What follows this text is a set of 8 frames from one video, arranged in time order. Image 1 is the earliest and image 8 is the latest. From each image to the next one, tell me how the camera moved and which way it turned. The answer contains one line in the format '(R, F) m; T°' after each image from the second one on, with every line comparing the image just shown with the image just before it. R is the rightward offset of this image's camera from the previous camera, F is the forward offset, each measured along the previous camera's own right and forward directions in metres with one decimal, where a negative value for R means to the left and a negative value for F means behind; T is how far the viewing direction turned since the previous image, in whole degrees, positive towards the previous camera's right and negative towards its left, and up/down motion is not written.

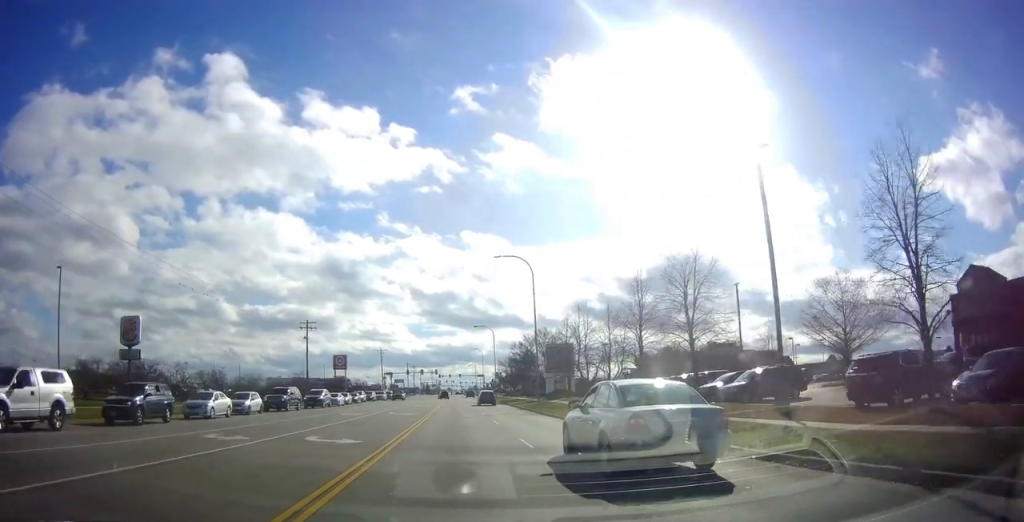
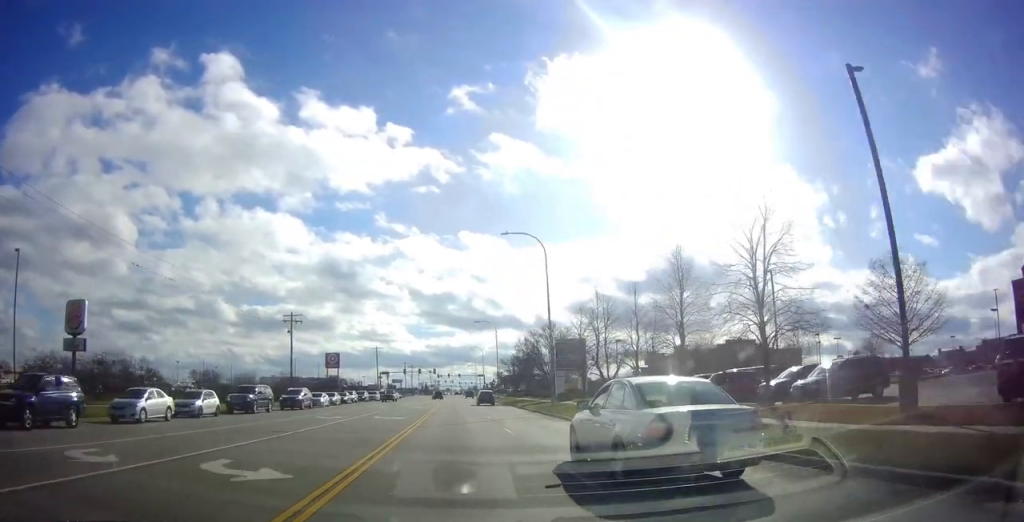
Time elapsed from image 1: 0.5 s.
(0.0, +6.4) m; 0°
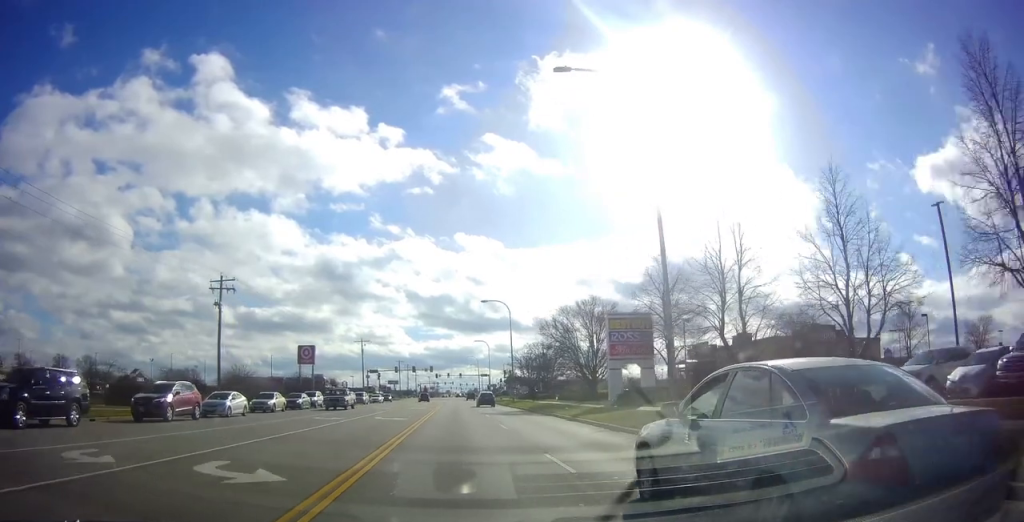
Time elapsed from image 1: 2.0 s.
(0.0, +21.3) m; 0°
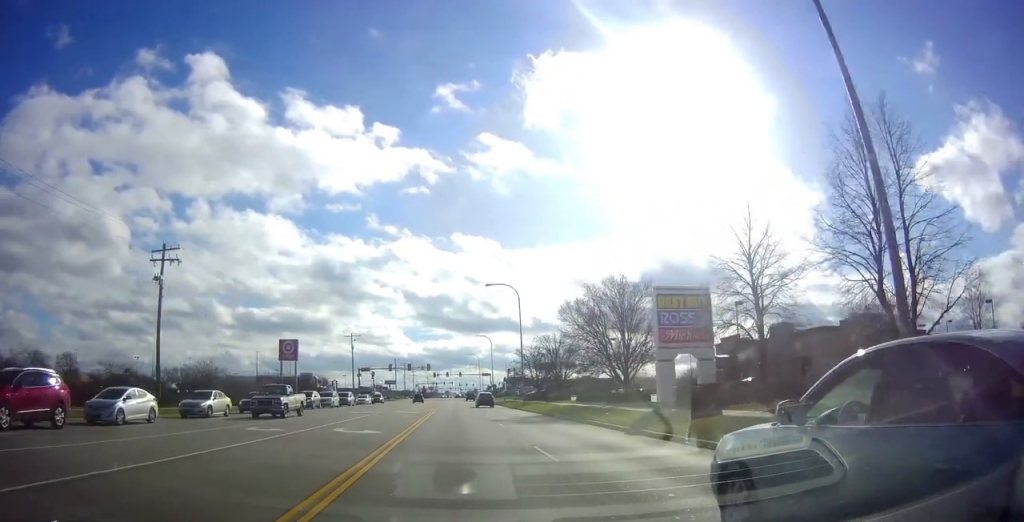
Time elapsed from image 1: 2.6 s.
(0.0, +10.2) m; 0°
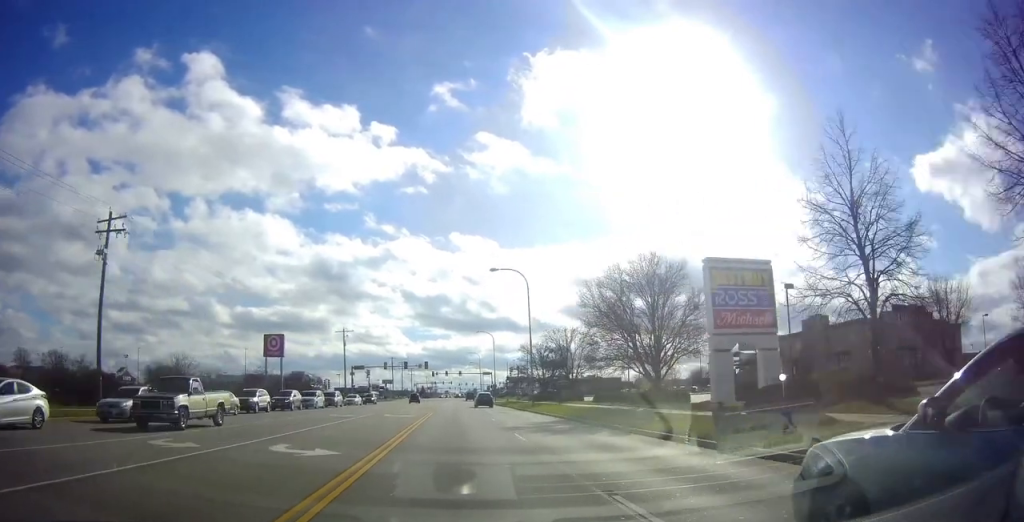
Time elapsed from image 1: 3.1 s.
(0.0, +7.3) m; 0°
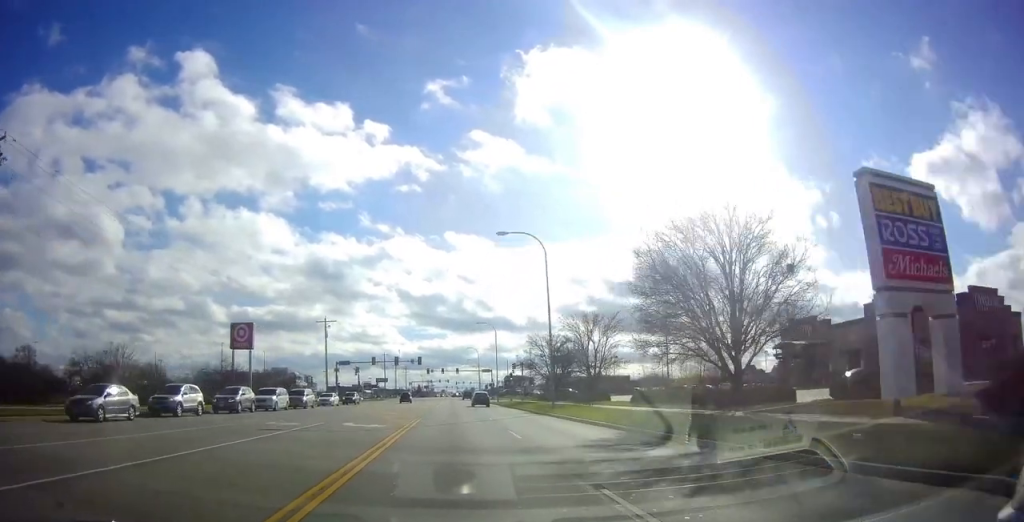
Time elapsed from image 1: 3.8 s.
(0.0, +11.5) m; -1°
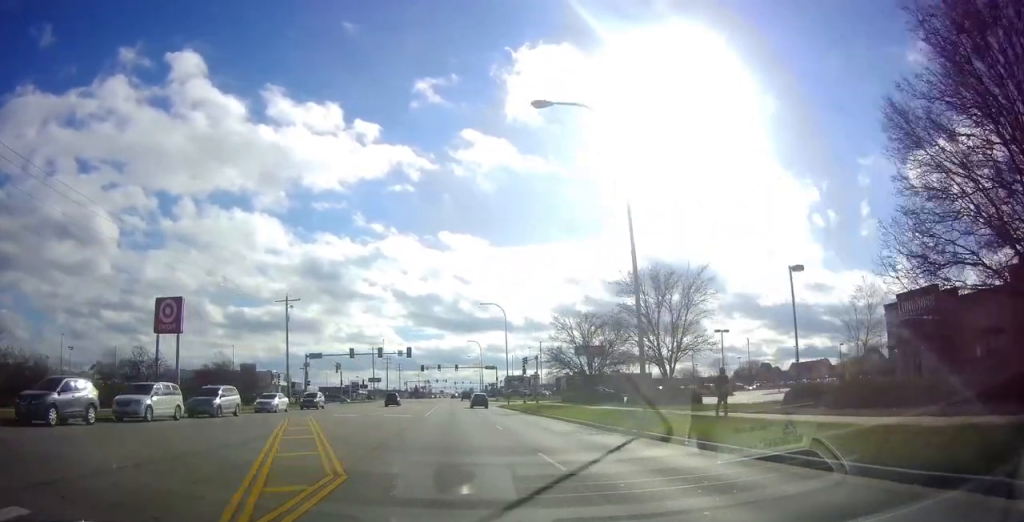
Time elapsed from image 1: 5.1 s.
(-0.4, +20.1) m; -1°
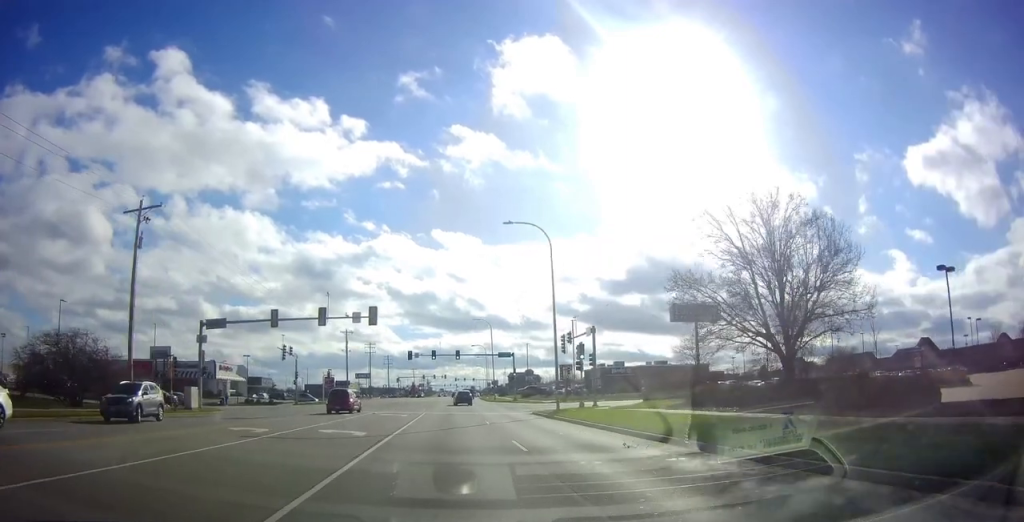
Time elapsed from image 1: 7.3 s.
(+1.7, +34.5) m; +3°
